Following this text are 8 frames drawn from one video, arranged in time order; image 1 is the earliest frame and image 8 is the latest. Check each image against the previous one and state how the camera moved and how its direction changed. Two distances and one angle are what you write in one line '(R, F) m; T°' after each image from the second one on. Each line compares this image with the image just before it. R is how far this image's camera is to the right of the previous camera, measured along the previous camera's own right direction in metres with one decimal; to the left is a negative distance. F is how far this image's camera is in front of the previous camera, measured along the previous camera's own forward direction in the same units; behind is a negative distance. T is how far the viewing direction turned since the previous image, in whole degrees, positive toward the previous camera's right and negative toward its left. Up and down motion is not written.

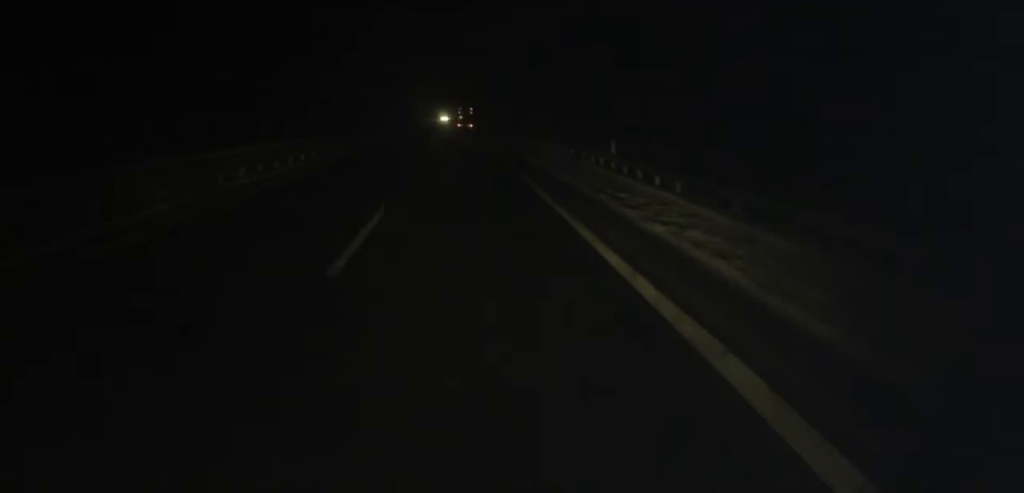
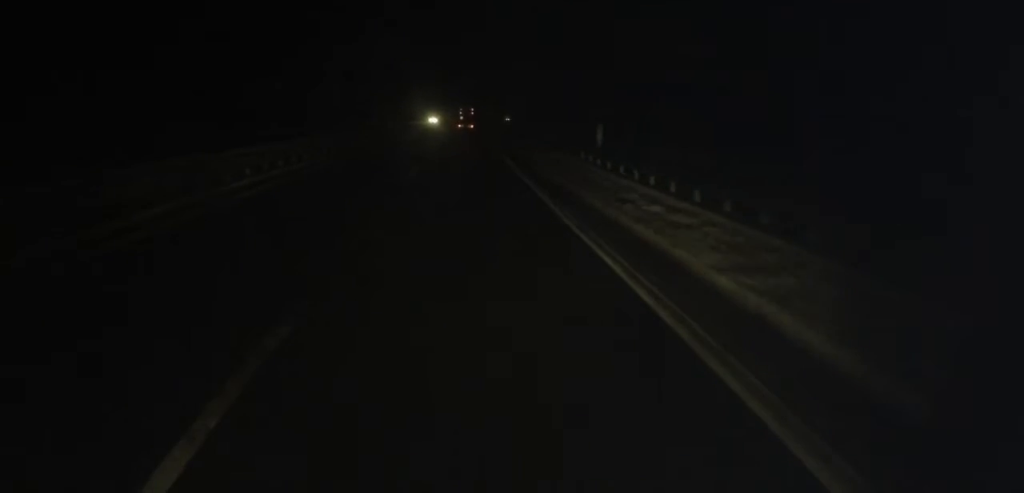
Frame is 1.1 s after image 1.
(+0.7, +25.3) m; +1°
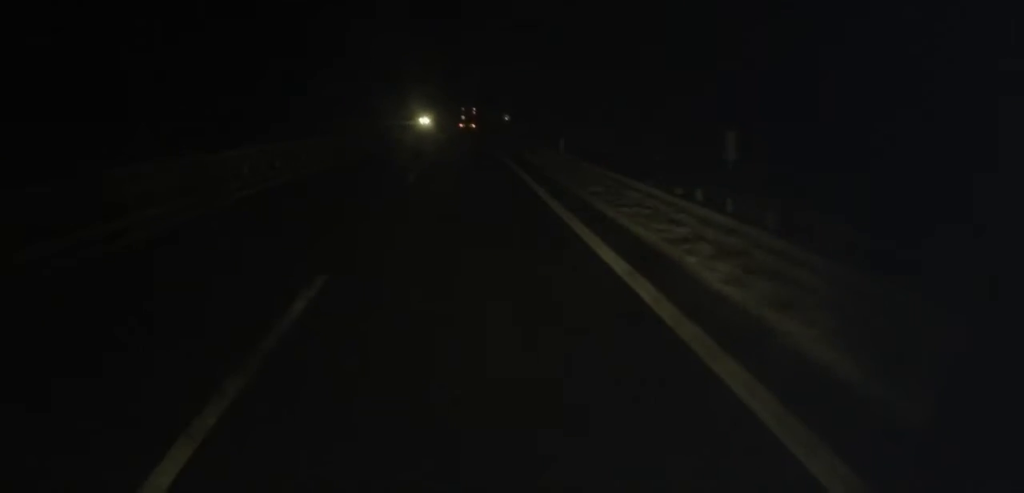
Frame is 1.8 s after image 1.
(0.0, +16.1) m; -1°
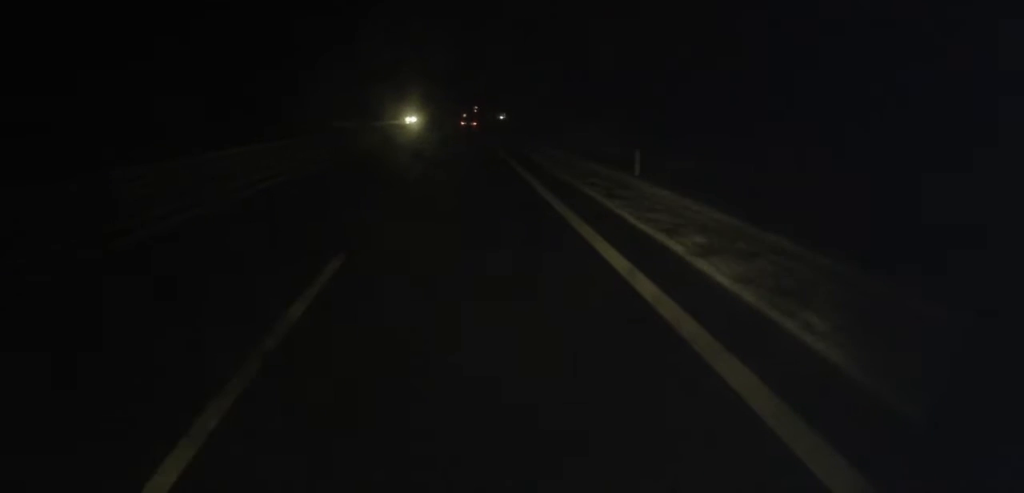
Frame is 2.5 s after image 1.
(-0.3, +16.9) m; -1°
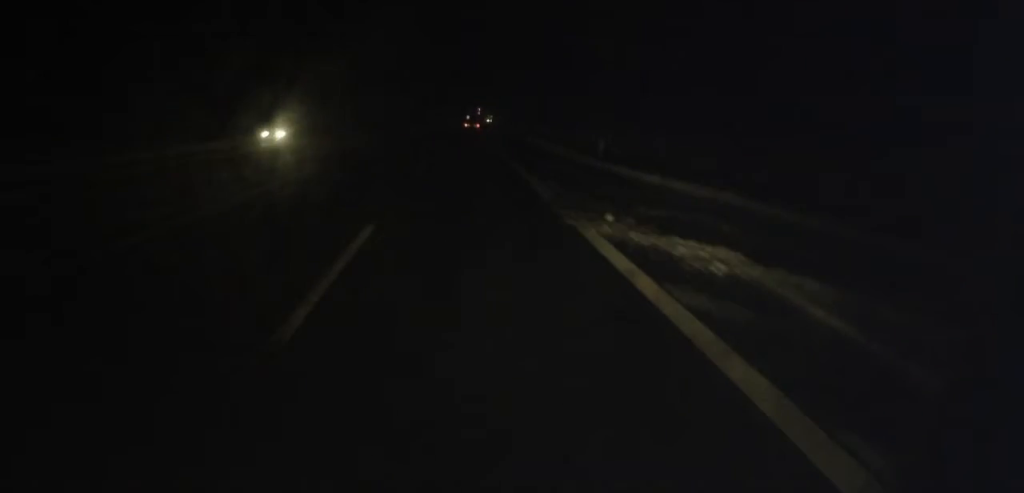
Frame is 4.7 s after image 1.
(+0.4, +50.8) m; +1°
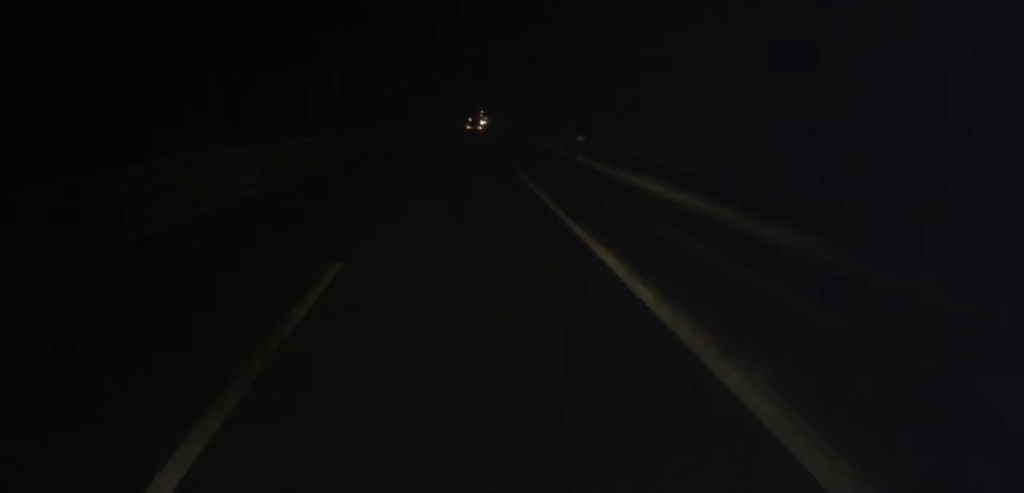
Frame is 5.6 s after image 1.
(+0.3, +20.8) m; 0°
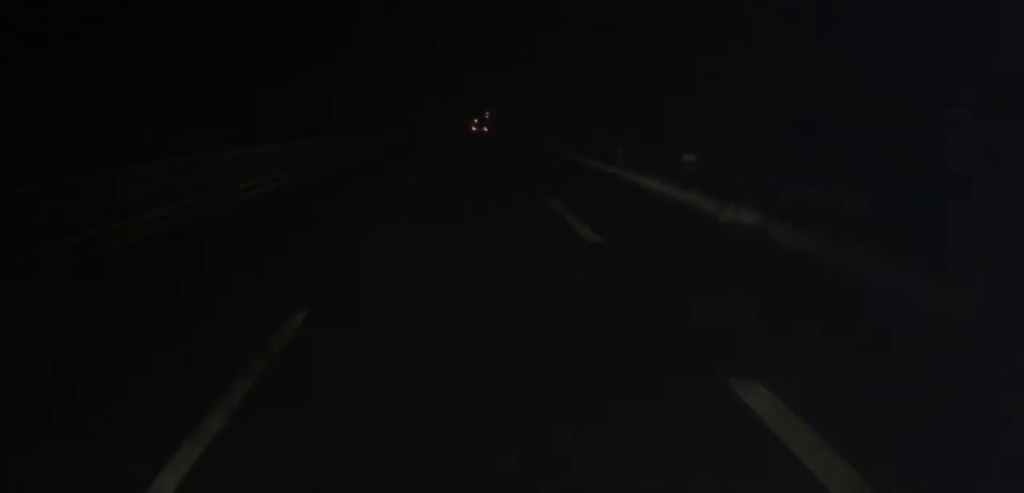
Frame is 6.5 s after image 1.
(-0.4, +20.1) m; -1°
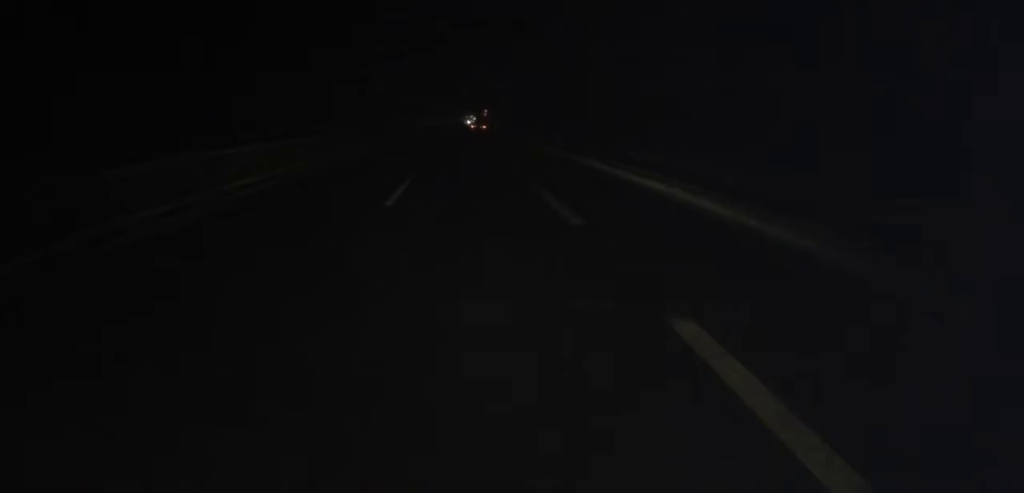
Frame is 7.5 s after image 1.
(0.0, +22.3) m; +1°
